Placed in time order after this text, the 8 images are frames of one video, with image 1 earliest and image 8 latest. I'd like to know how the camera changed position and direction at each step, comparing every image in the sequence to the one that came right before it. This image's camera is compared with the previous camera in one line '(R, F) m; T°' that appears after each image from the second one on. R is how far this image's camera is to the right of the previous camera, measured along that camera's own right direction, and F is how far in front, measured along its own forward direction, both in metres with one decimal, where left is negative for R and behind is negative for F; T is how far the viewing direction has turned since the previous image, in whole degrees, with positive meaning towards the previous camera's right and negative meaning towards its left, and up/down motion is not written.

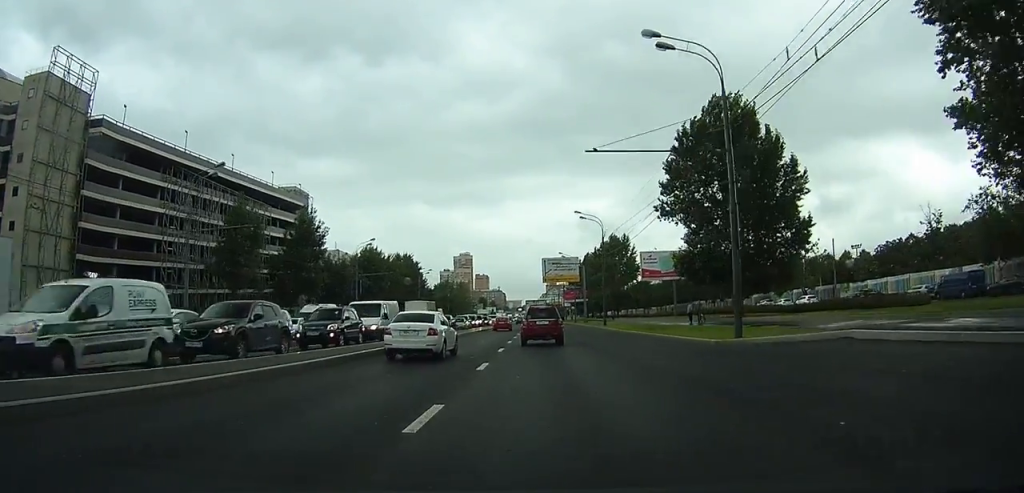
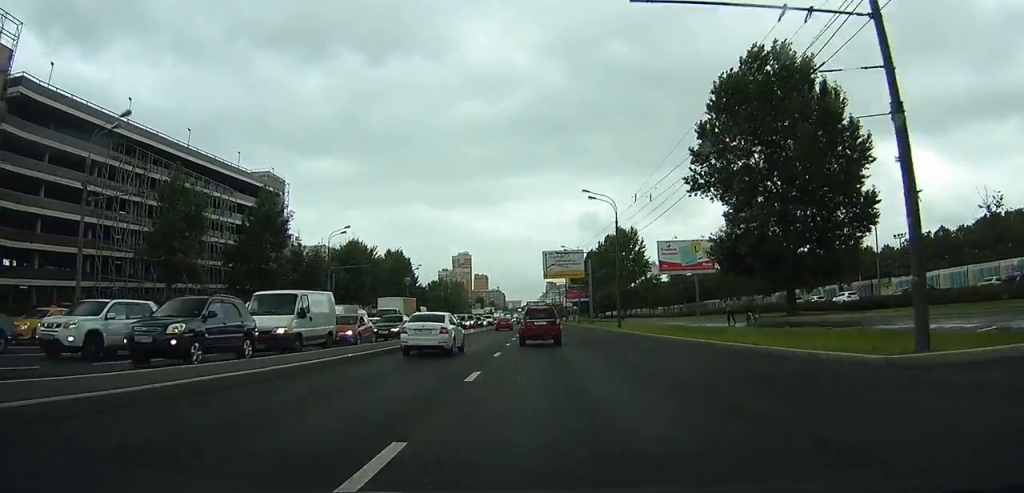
(0.0, +10.3) m; 0°
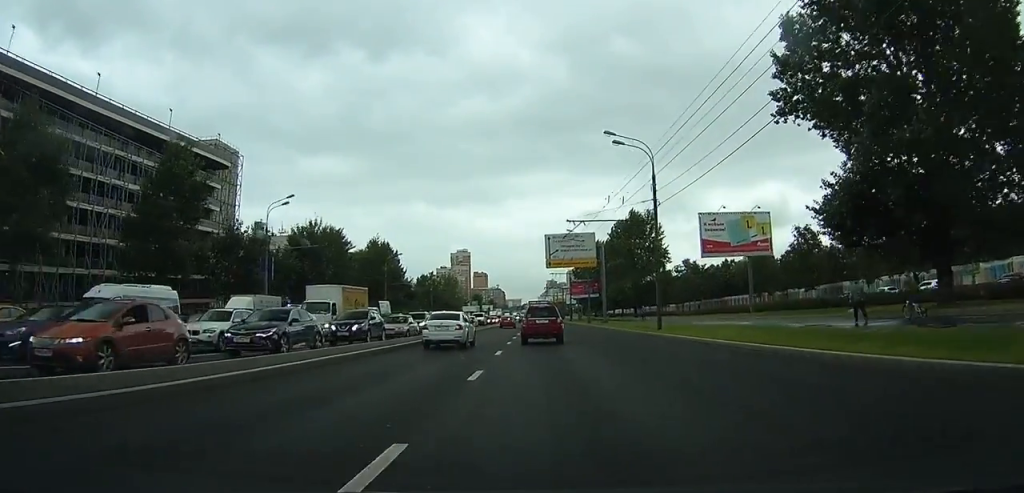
(+0.1, +15.8) m; 0°
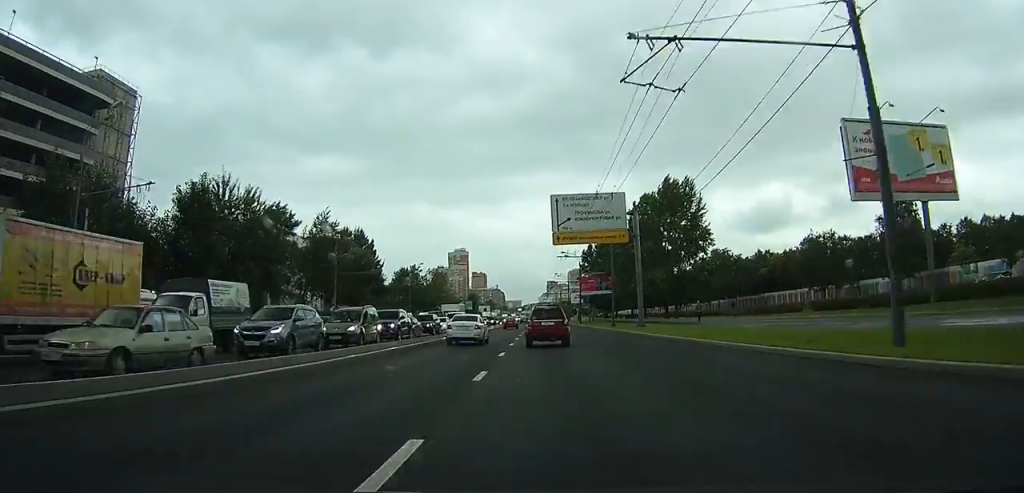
(-0.2, +23.5) m; -1°
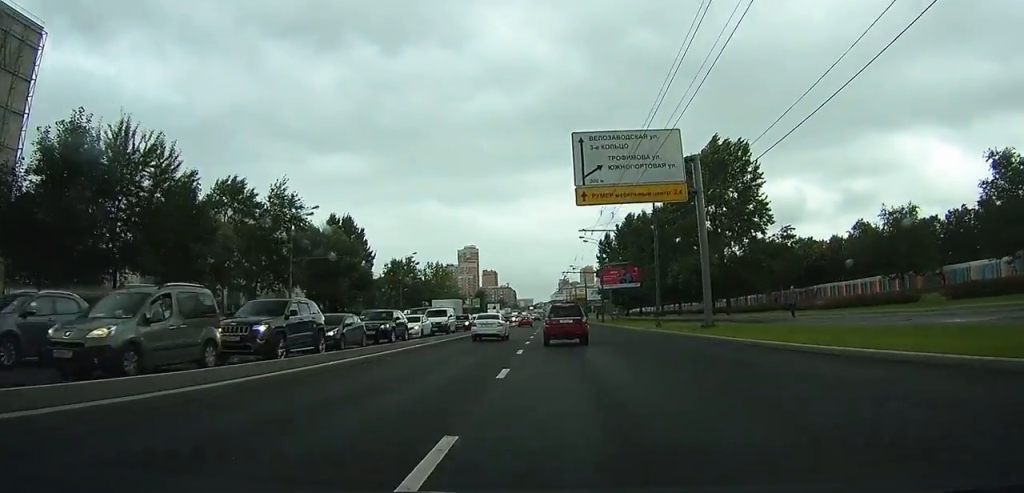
(-0.1, +15.8) m; -1°
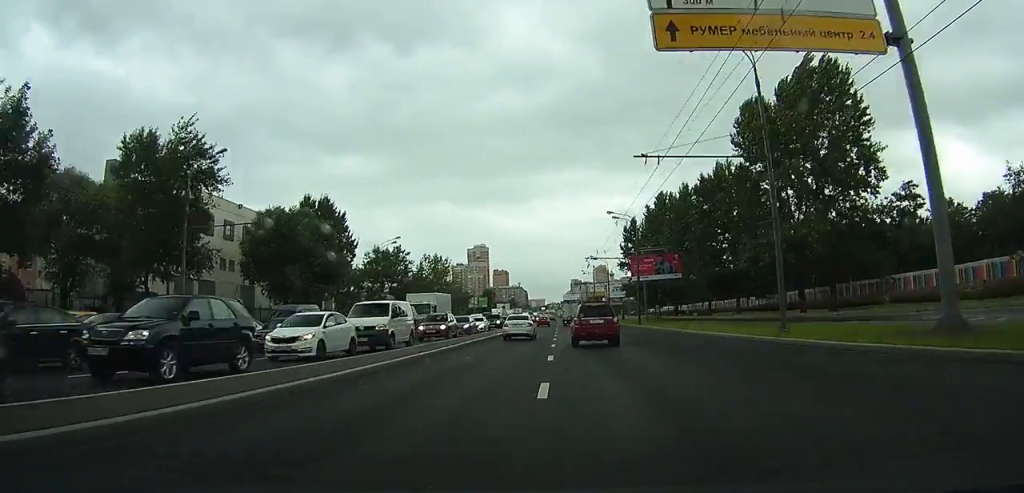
(-0.1, +18.8) m; -1°
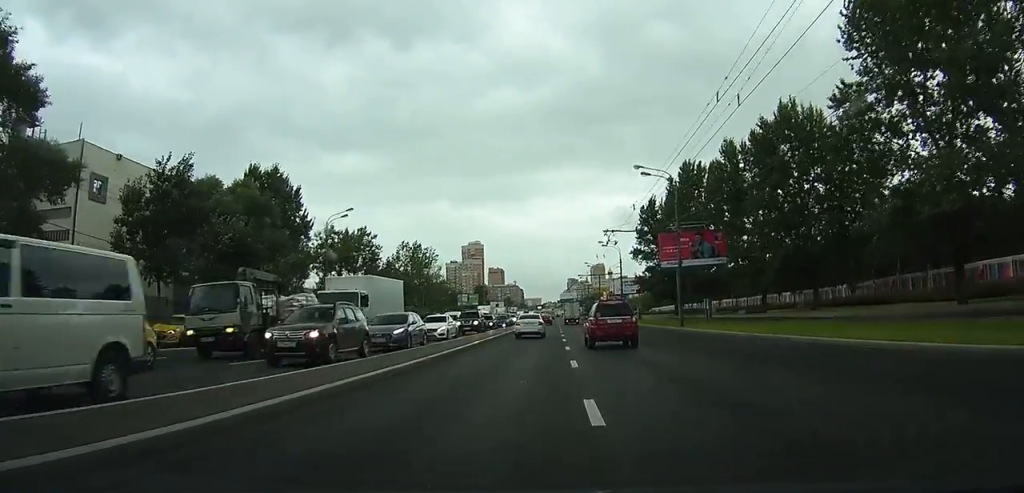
(-0.1, +18.3) m; 0°
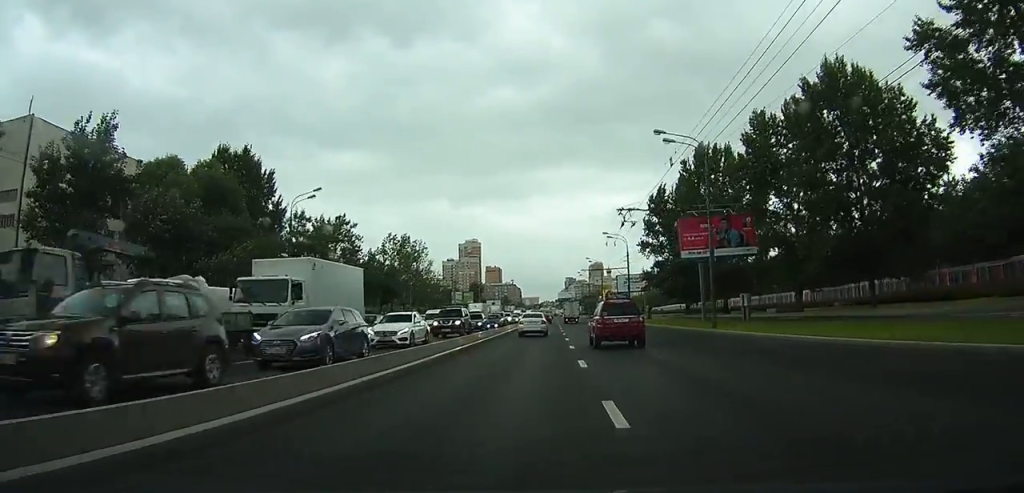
(0.0, +8.1) m; 0°
